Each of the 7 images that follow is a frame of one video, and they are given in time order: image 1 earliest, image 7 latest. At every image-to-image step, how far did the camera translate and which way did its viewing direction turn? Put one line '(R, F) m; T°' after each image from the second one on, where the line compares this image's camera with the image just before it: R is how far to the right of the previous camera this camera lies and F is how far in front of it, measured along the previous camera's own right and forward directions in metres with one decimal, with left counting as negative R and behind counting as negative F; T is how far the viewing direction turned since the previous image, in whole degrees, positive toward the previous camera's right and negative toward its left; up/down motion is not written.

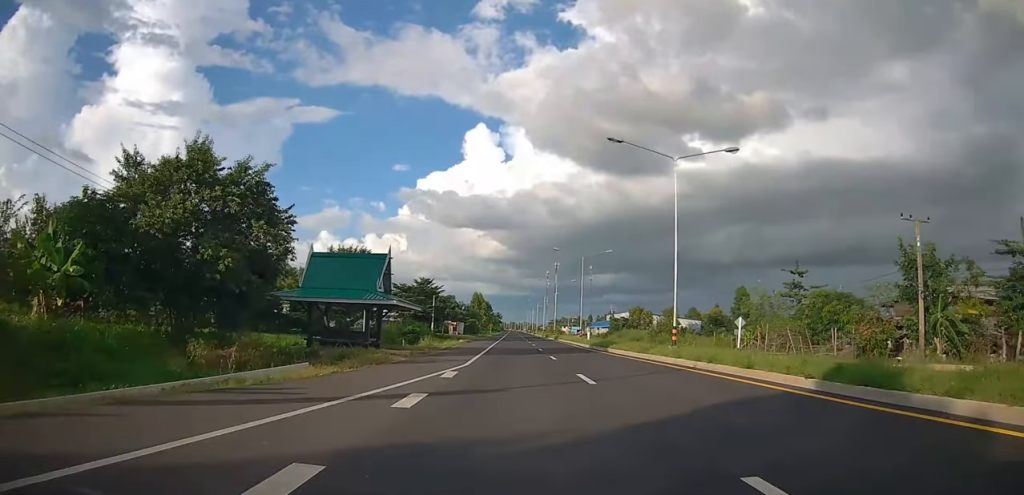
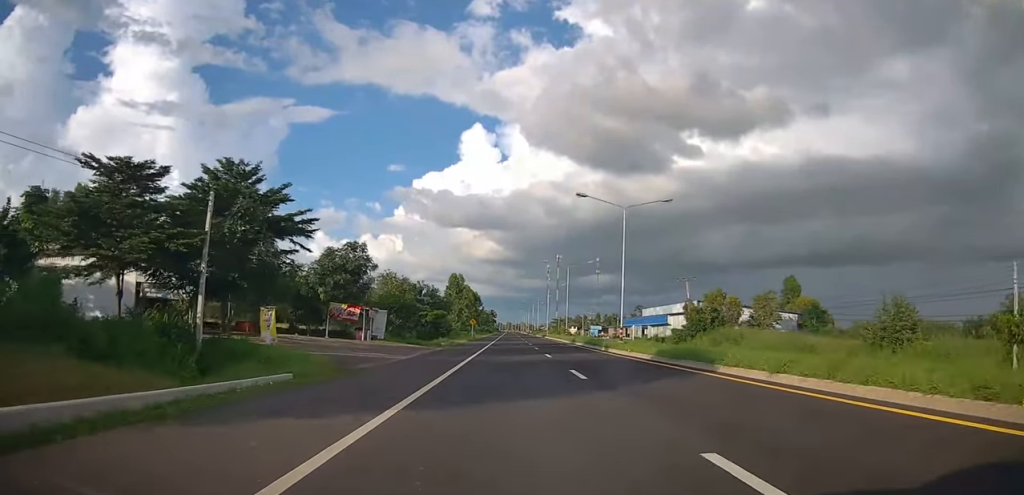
(-0.1, +59.3) m; +1°
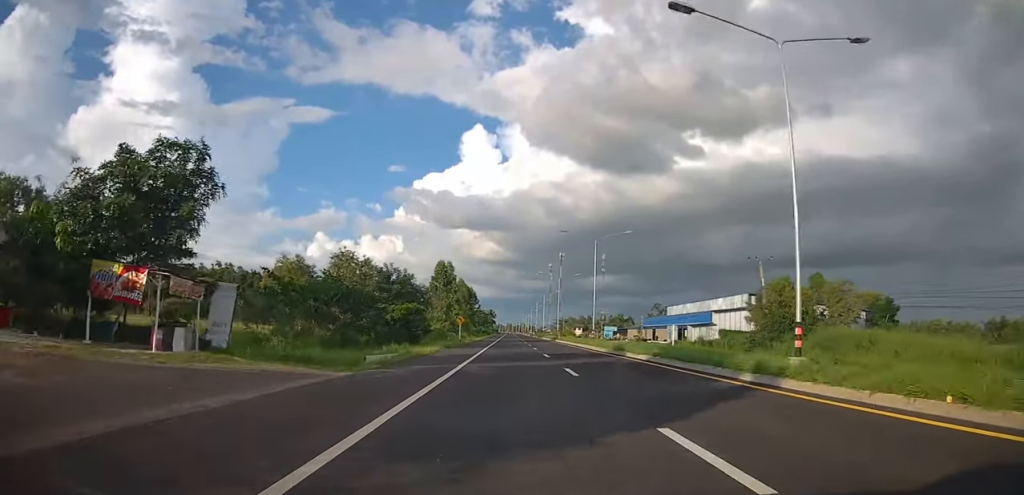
(-0.2, +22.3) m; -1°
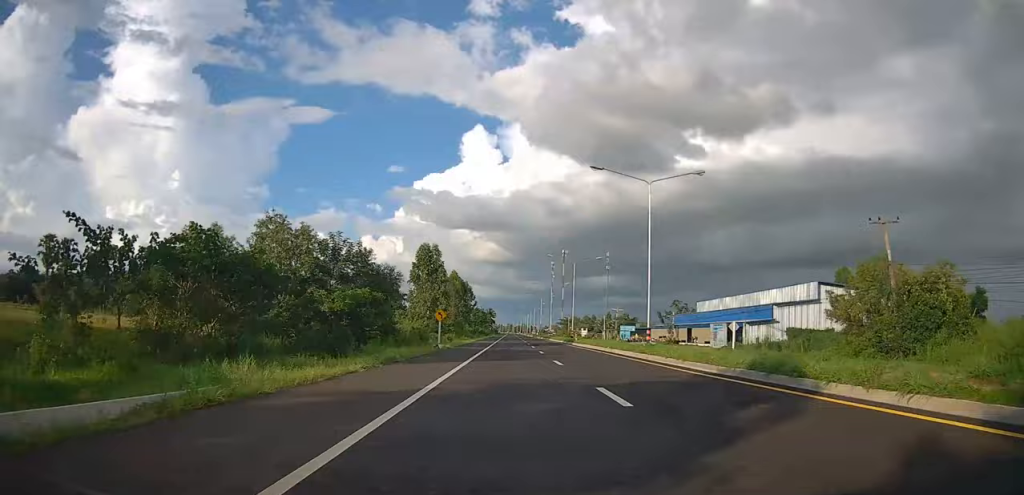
(-0.3, +19.0) m; 0°
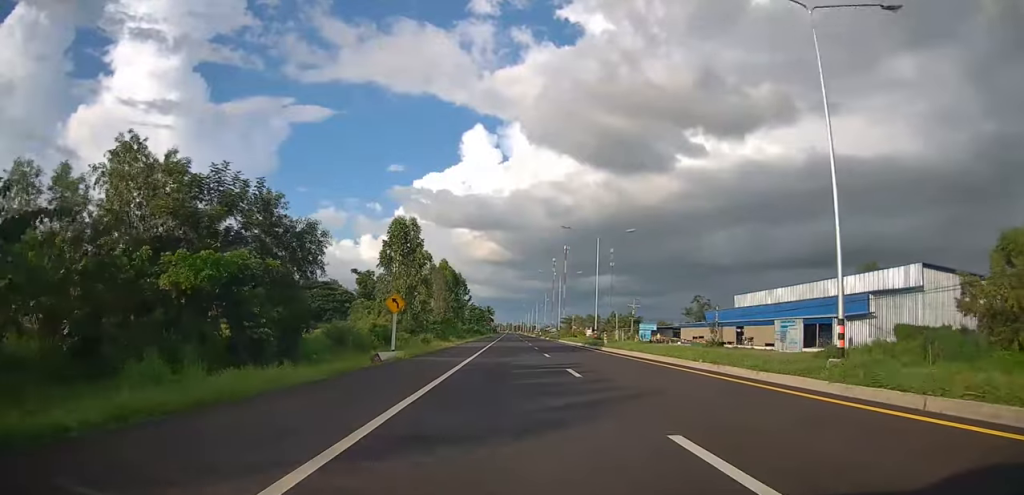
(-0.1, +17.7) m; +1°
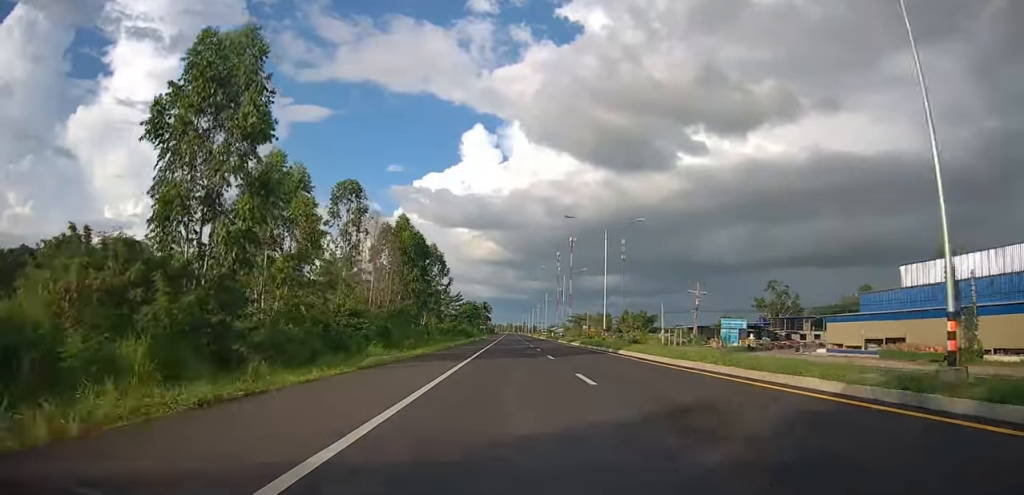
(+0.3, +38.9) m; 0°
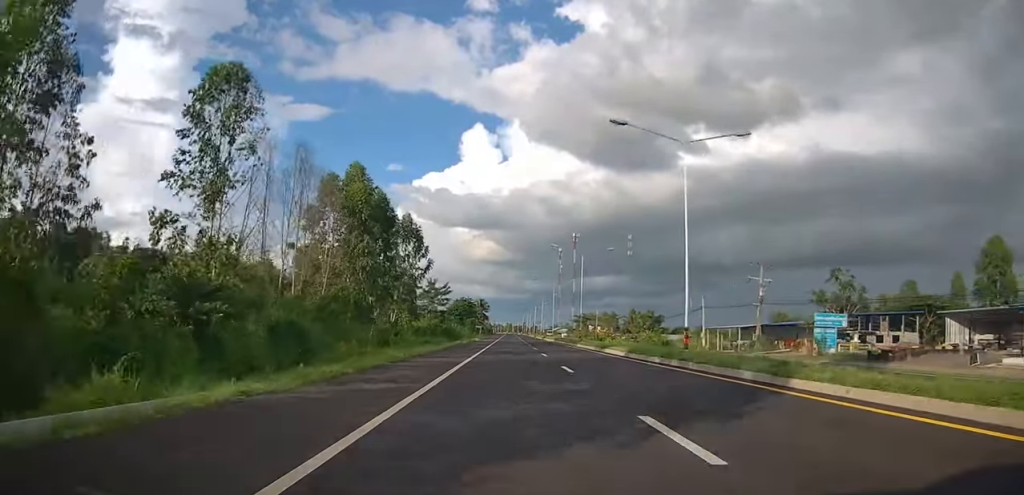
(-0.2, +19.8) m; 0°
